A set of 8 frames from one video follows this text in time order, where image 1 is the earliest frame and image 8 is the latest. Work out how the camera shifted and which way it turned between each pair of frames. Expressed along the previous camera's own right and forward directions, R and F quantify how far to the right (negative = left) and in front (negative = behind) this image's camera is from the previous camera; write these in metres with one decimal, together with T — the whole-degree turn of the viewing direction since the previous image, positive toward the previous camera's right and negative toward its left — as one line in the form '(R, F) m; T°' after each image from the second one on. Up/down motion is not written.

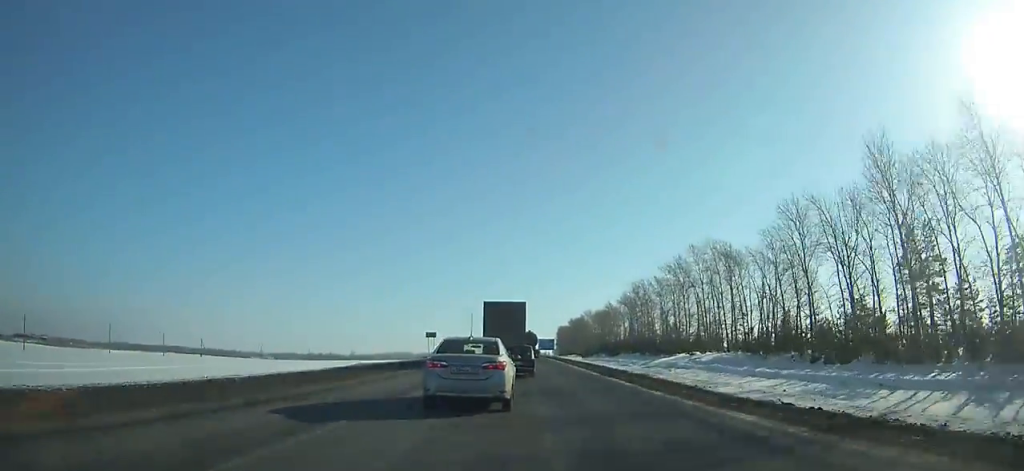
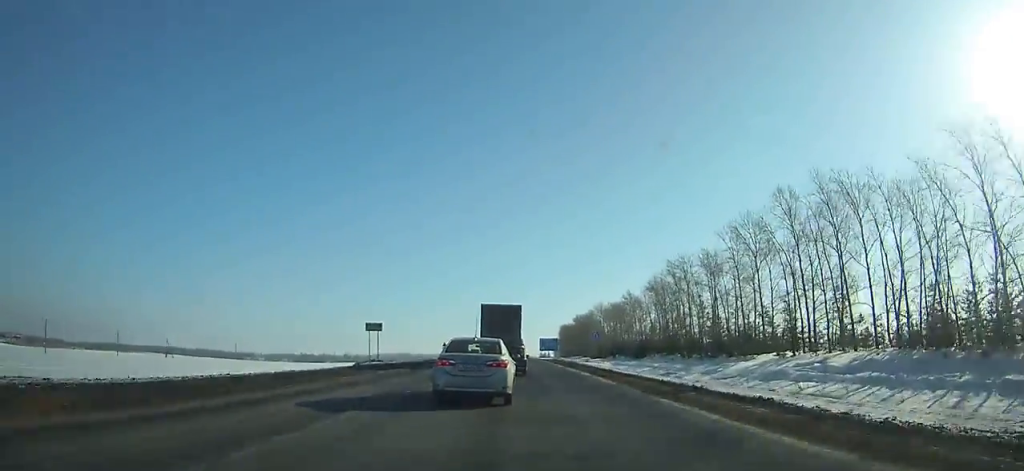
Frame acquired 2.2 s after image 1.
(-0.3, +29.7) m; -1°
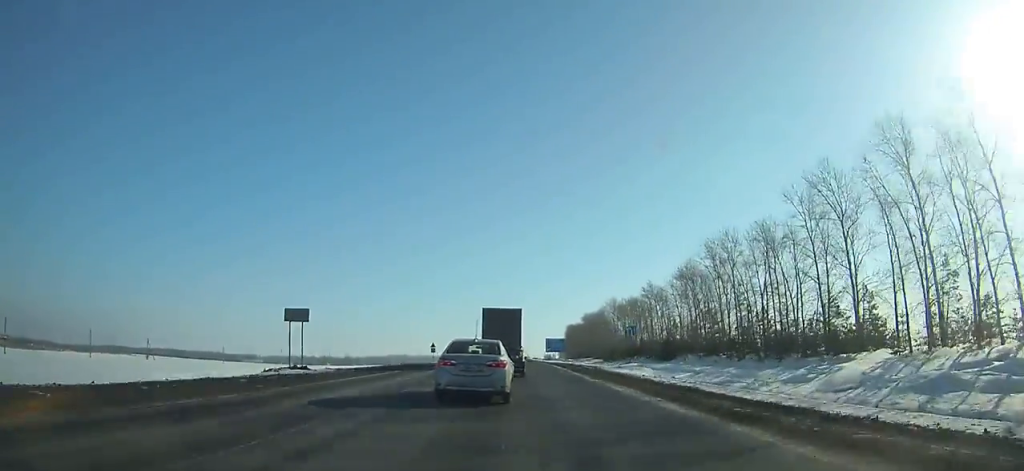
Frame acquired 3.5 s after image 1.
(0.0, +17.5) m; 0°
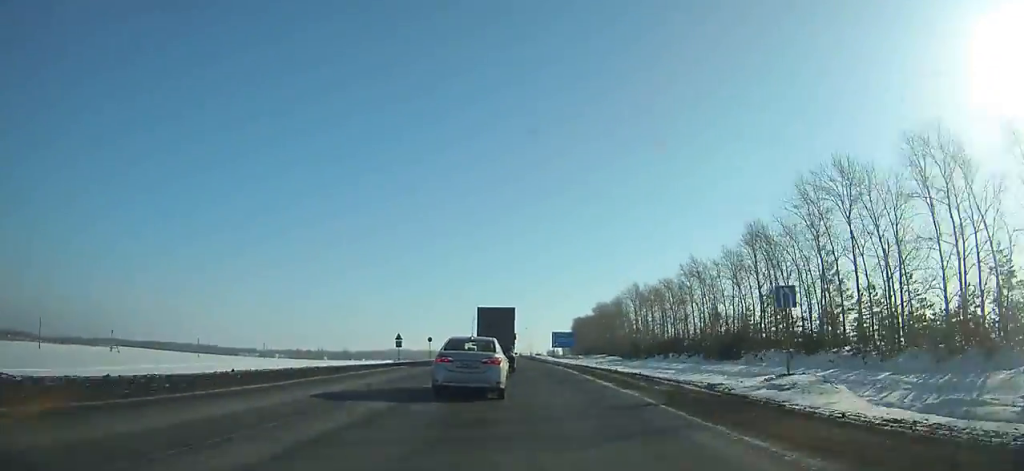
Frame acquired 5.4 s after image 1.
(-0.2, +25.7) m; -1°
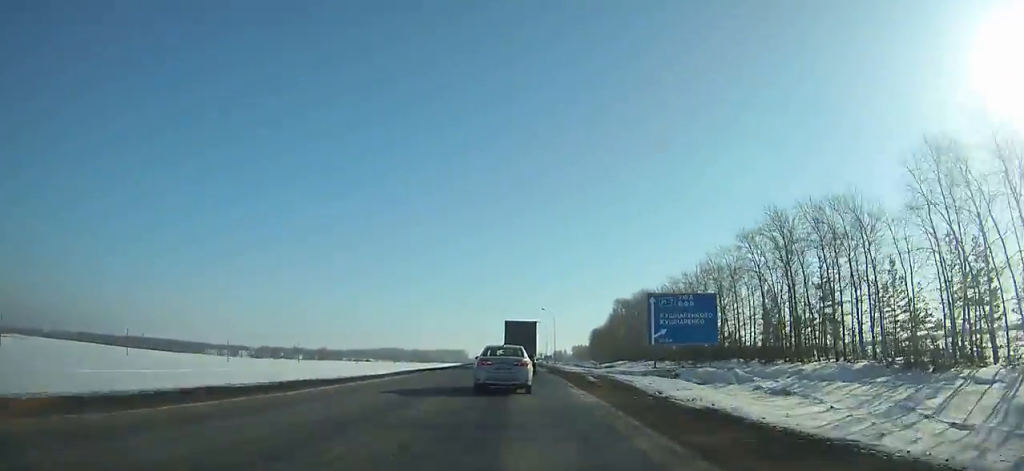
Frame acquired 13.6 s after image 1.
(-0.5, +115.4) m; +1°
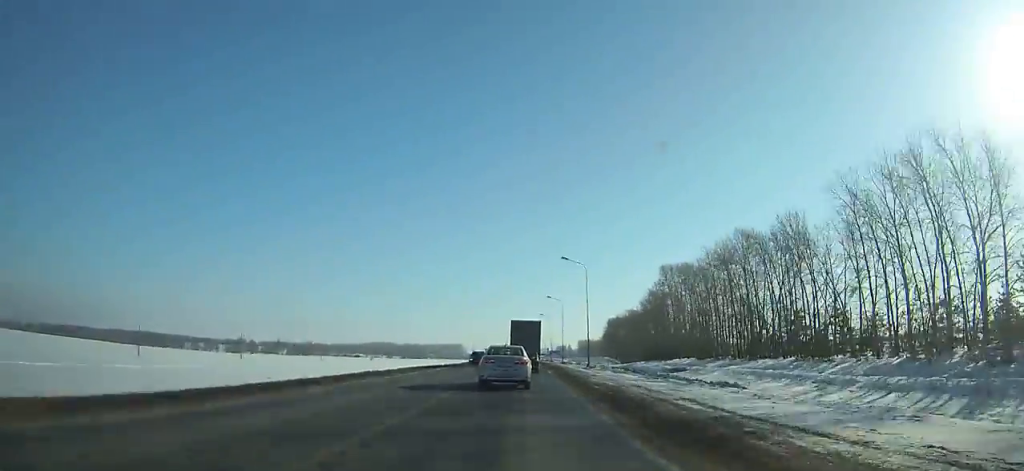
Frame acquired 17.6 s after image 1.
(+0.2, +60.8) m; +1°
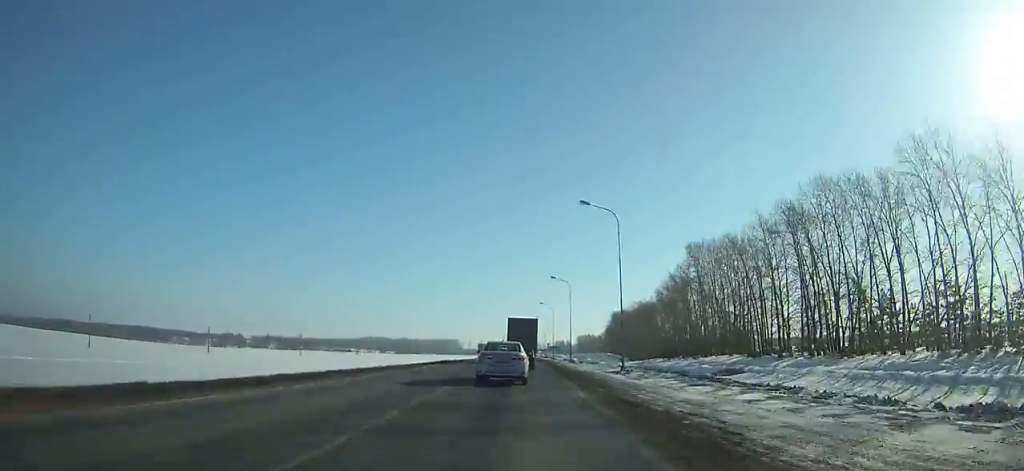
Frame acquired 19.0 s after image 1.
(0.0, +21.9) m; 0°
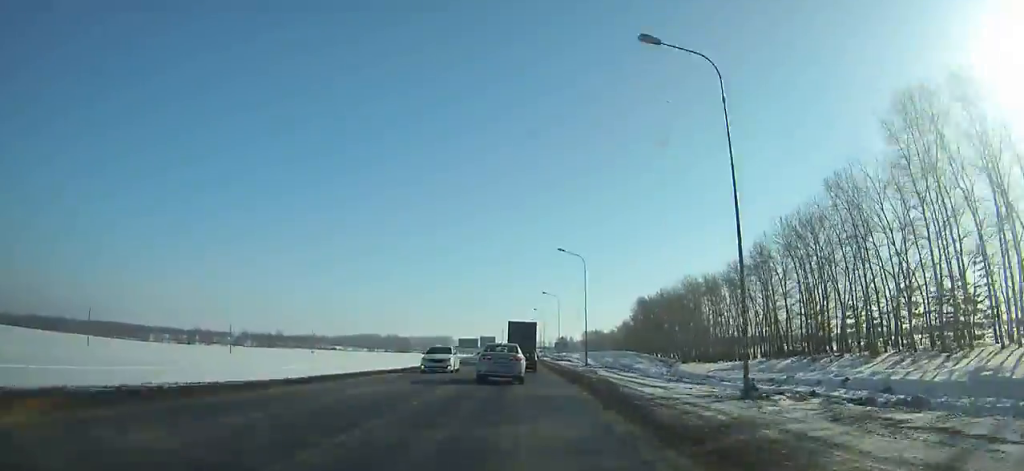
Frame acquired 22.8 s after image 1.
(+0.5, +60.9) m; +1°
